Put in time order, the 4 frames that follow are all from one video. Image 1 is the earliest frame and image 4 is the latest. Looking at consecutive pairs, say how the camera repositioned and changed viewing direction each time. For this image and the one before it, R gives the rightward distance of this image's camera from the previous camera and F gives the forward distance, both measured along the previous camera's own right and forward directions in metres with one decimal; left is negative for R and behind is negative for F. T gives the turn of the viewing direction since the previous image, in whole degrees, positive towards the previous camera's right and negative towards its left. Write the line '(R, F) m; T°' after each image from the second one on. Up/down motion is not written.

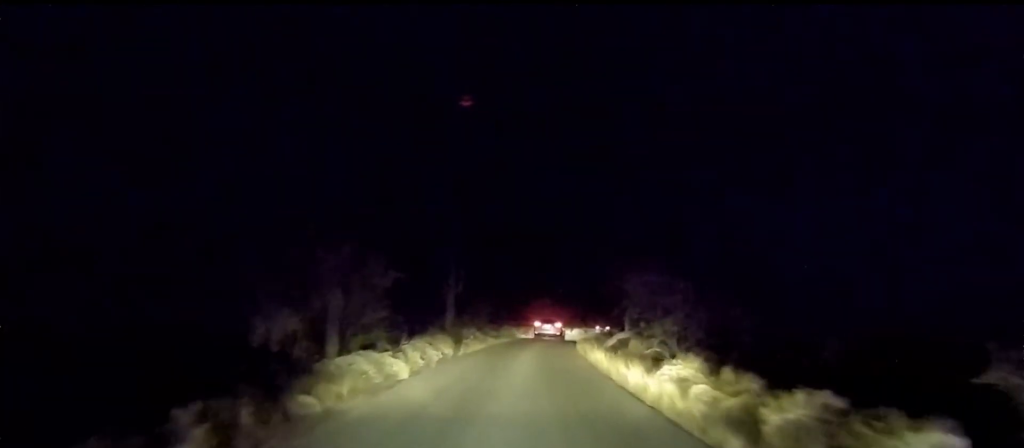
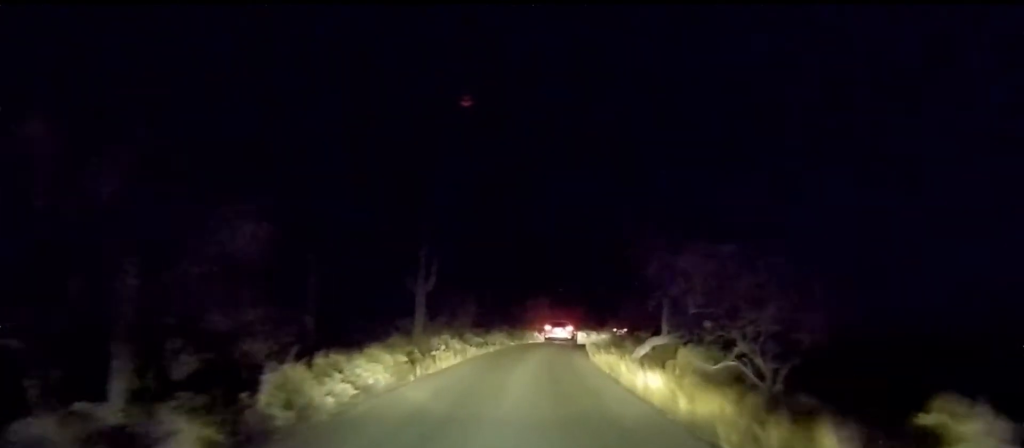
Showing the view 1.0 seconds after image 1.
(0.0, +7.6) m; 0°
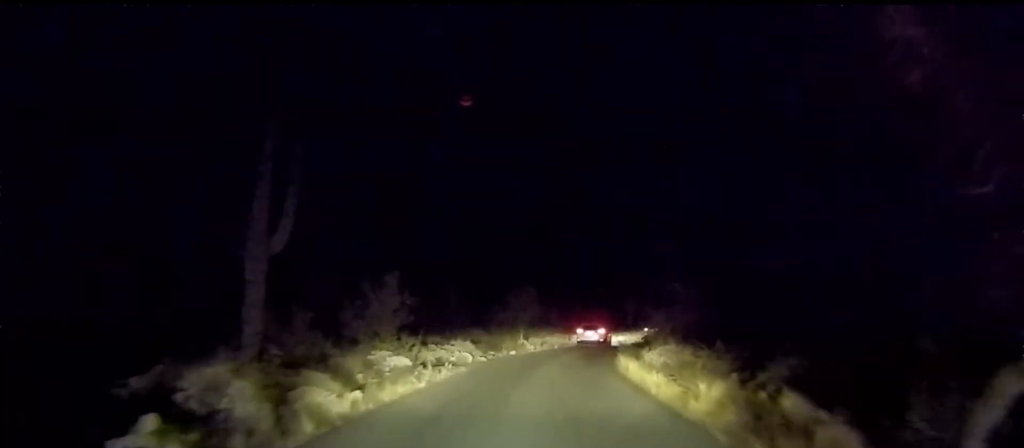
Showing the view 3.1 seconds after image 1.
(+0.4, +14.6) m; +5°
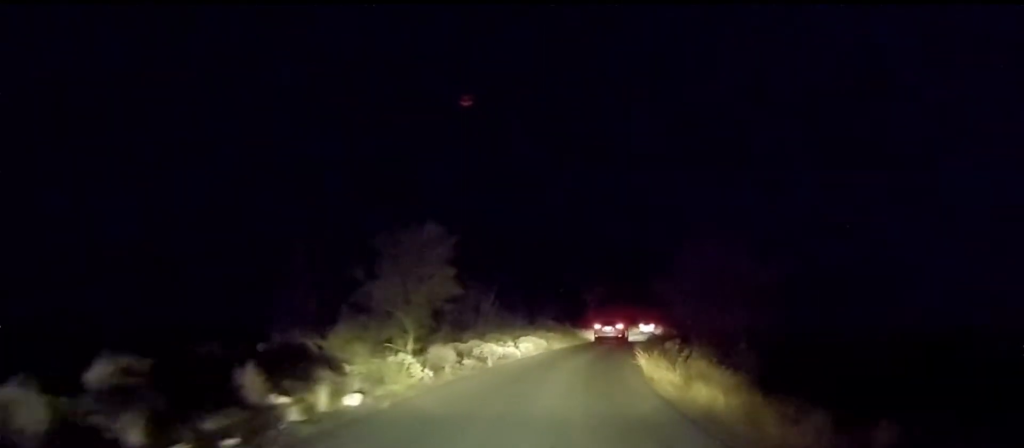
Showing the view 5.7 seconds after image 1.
(-0.8, +18.7) m; +4°
